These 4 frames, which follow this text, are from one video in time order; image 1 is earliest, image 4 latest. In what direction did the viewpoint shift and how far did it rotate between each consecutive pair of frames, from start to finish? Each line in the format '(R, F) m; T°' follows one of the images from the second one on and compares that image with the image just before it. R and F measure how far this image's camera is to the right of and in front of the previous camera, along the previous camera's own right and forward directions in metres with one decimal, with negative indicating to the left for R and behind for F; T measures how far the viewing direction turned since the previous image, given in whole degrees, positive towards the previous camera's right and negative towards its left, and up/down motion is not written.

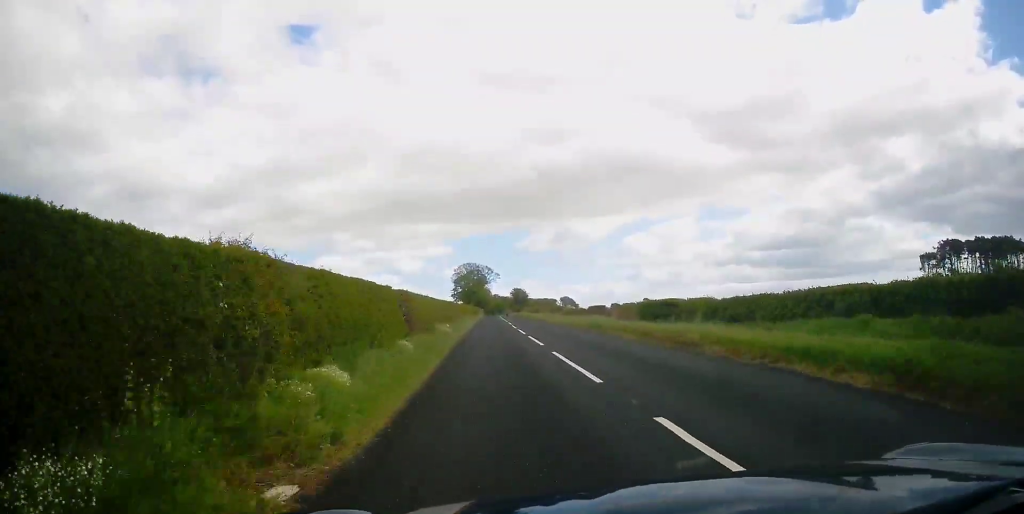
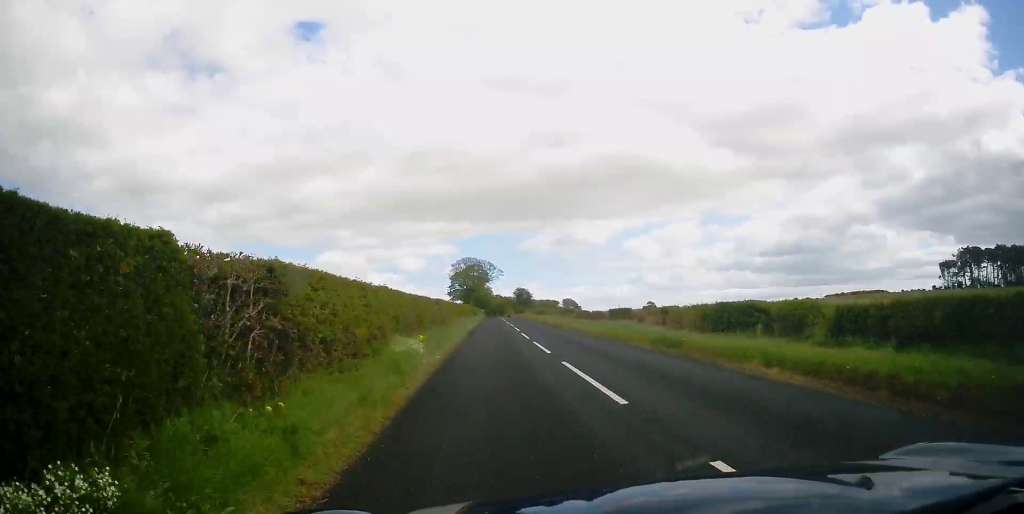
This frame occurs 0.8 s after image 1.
(+0.1, +10.3) m; 0°
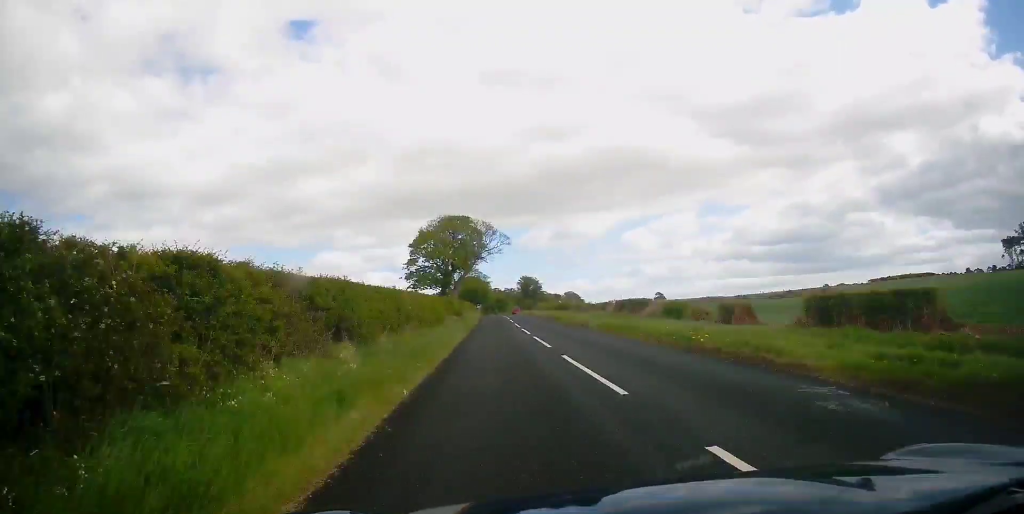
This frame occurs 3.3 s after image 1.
(-0.7, +35.0) m; -2°
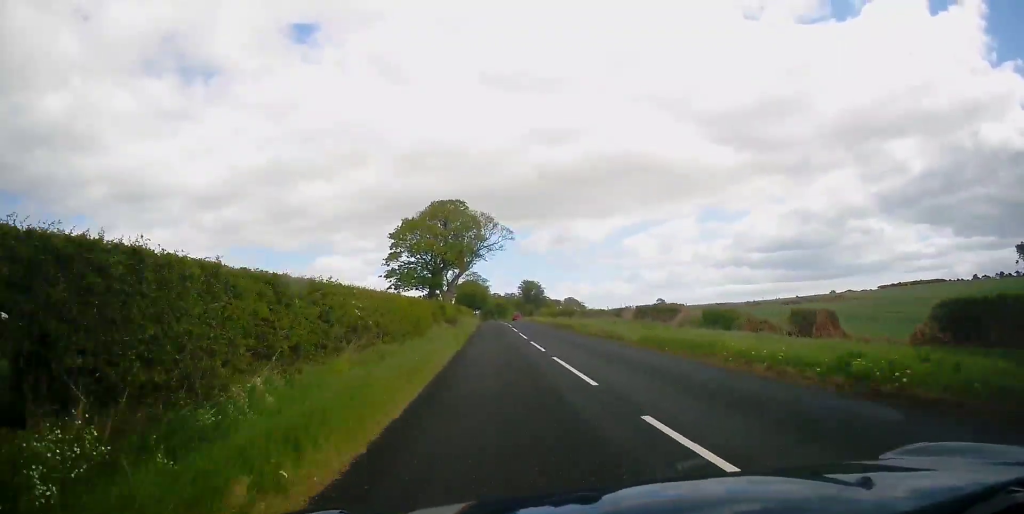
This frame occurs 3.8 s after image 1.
(0.0, +6.8) m; 0°
